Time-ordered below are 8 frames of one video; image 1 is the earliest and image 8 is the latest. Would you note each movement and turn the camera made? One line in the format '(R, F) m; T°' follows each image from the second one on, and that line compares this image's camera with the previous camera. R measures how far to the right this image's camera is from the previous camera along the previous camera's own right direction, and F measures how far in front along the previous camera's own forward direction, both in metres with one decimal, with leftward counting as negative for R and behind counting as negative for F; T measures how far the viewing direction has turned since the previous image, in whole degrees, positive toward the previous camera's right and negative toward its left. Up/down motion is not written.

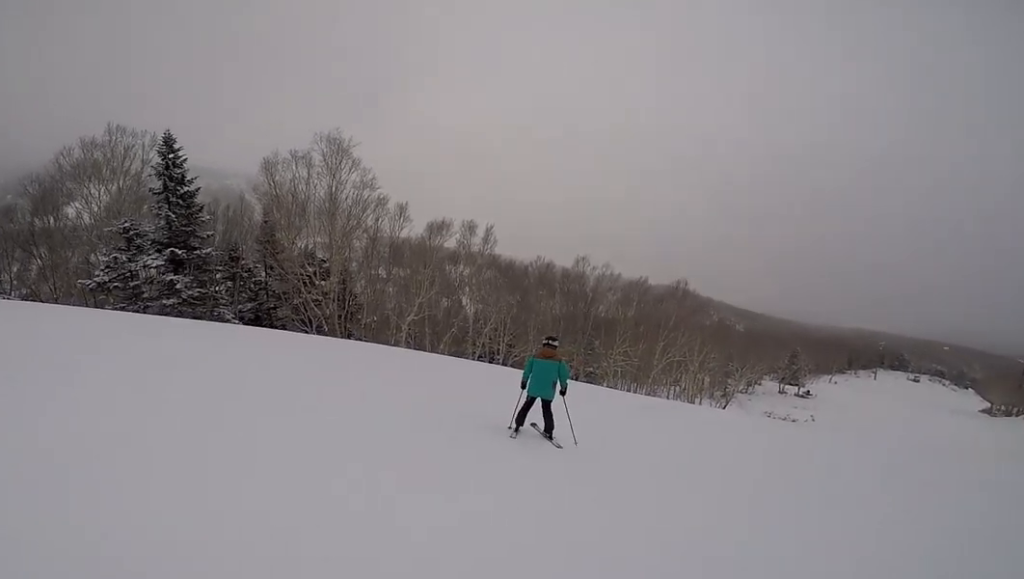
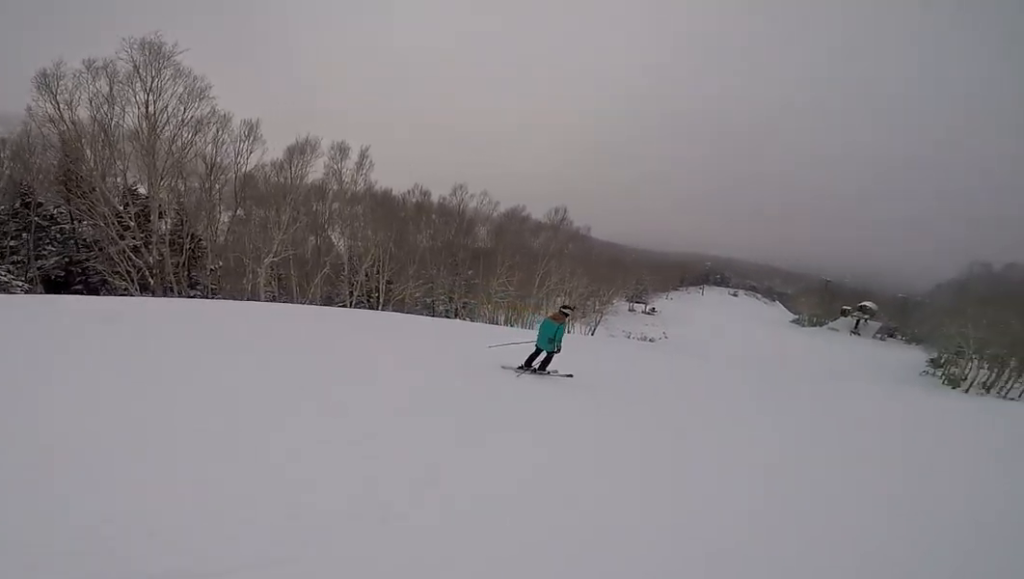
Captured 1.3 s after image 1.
(+0.6, +5.0) m; +30°
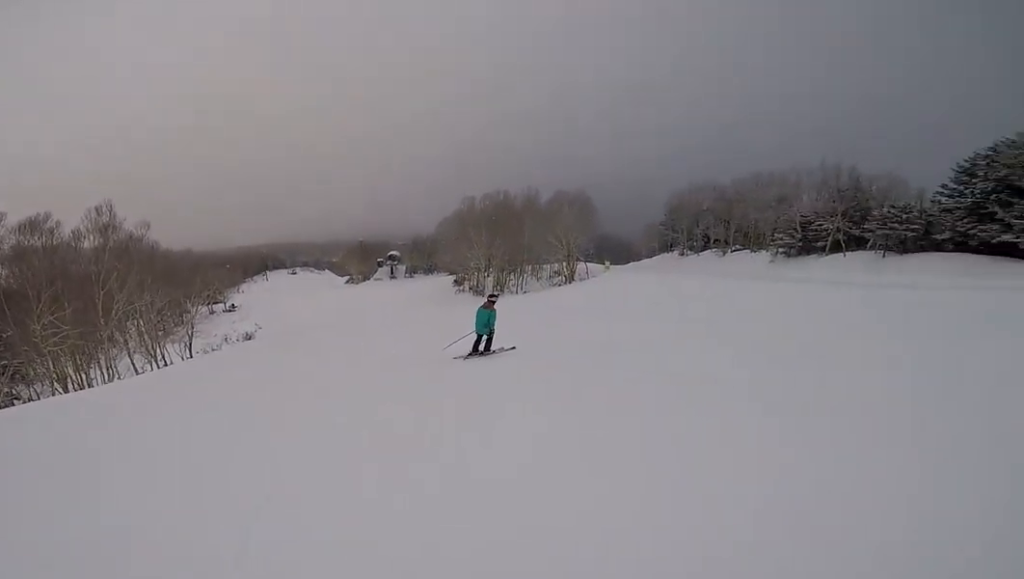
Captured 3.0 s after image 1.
(+2.3, +6.9) m; +37°
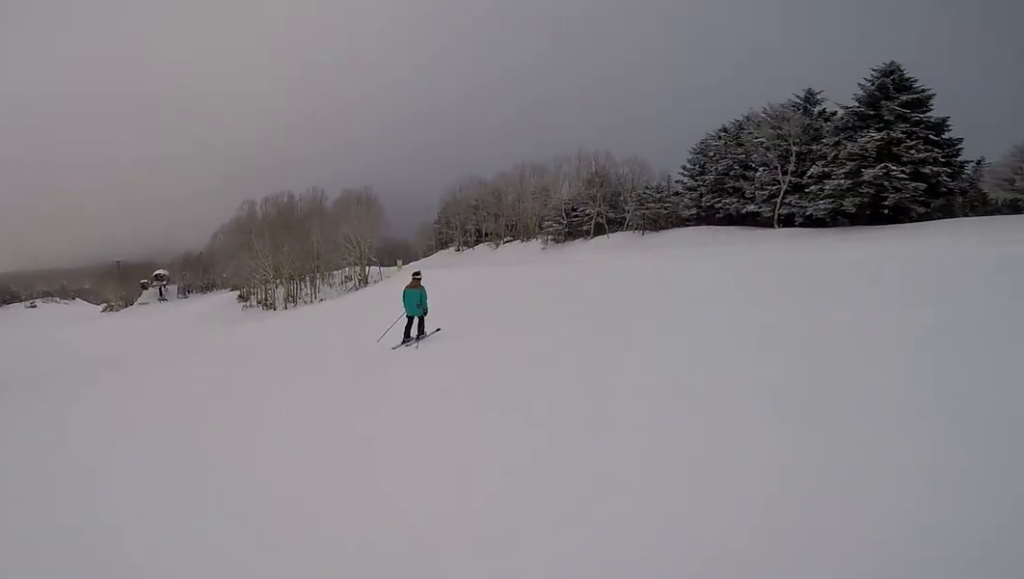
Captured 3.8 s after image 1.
(+1.2, +3.5) m; +28°
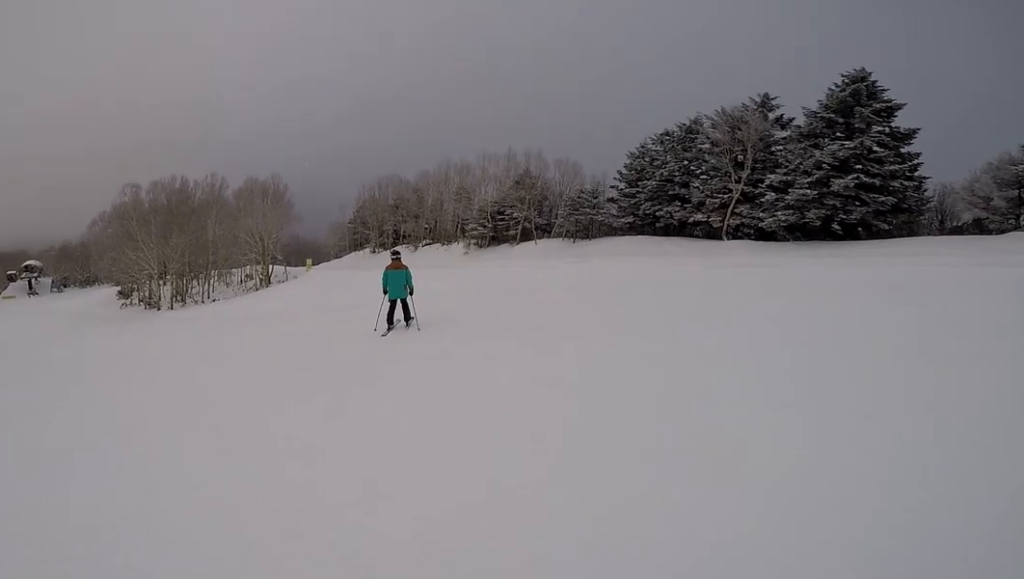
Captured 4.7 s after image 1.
(+0.9, +3.8) m; +13°
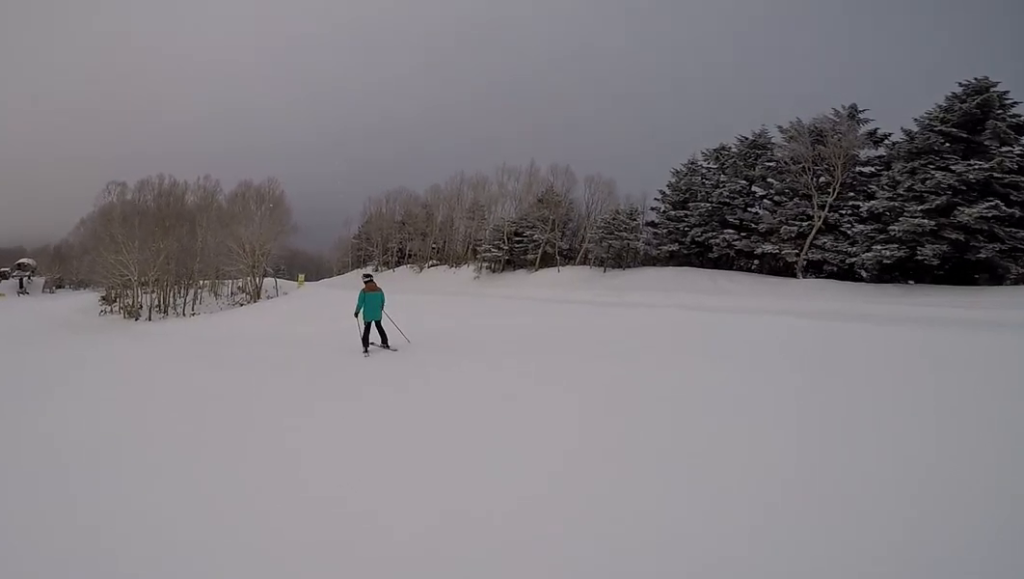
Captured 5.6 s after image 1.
(+0.2, +4.7) m; -2°
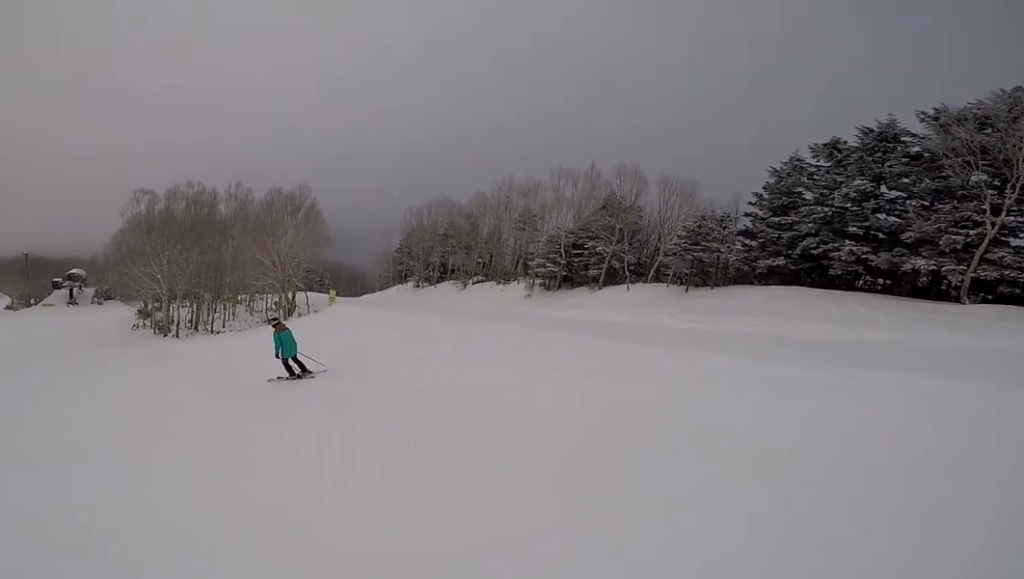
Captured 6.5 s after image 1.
(-0.3, +4.5) m; -11°
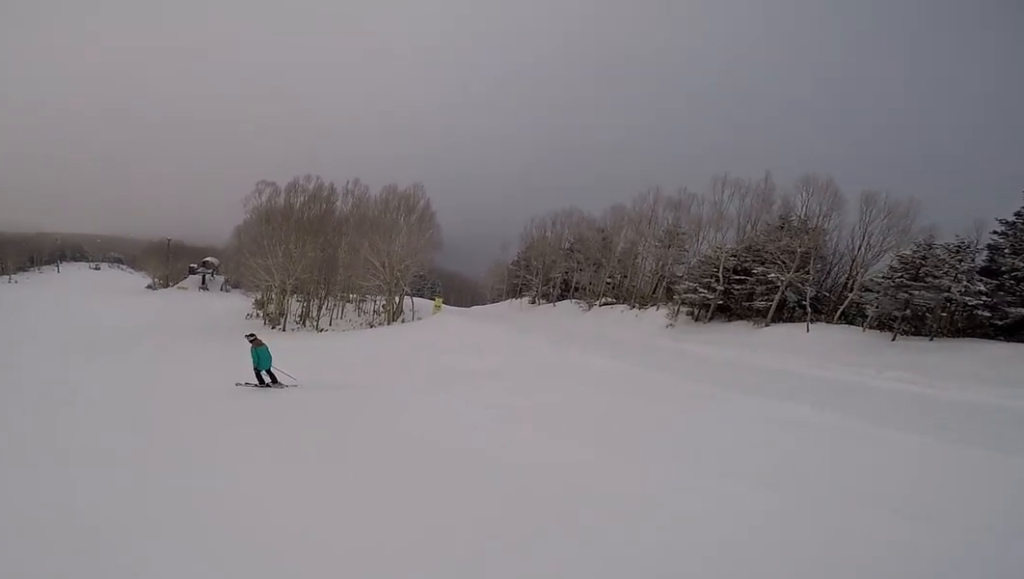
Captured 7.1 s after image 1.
(+0.1, +3.4) m; -10°
